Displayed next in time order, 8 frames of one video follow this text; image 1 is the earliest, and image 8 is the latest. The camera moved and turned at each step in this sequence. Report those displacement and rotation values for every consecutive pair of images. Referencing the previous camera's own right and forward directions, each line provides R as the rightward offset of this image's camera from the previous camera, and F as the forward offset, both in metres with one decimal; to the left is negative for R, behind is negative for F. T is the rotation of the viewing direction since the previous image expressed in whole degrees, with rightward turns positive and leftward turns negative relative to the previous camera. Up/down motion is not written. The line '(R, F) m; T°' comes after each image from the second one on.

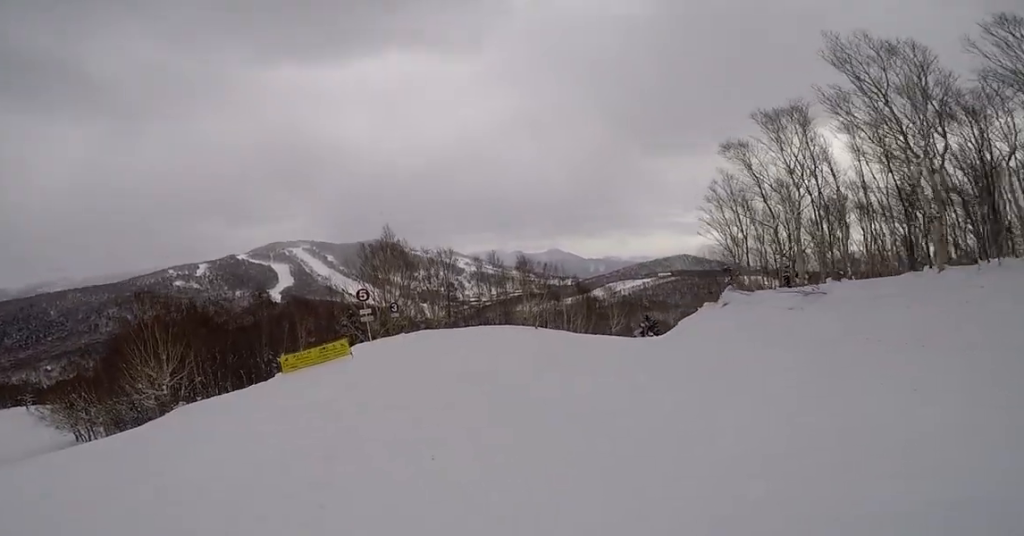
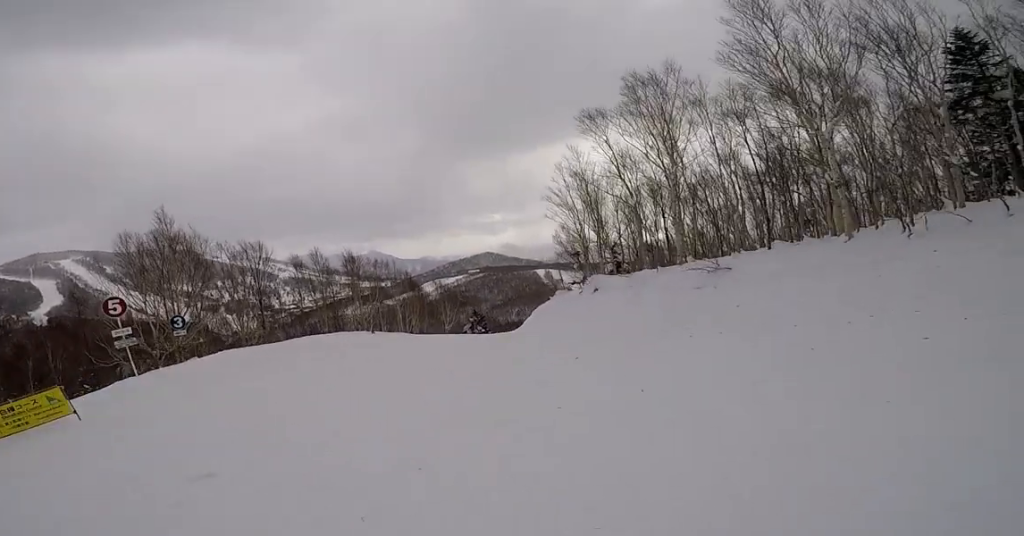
(+0.1, +5.1) m; +10°
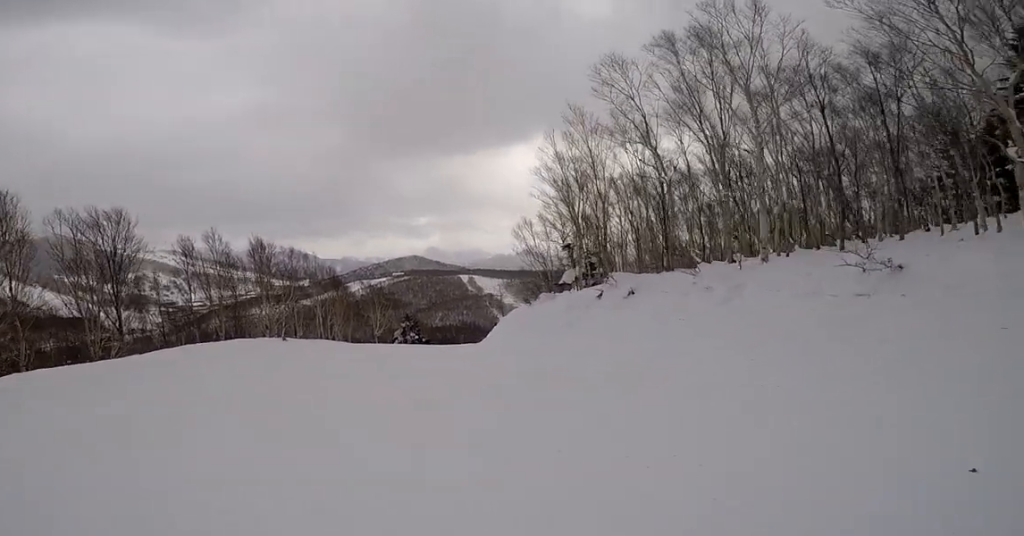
(+1.6, +7.0) m; +18°
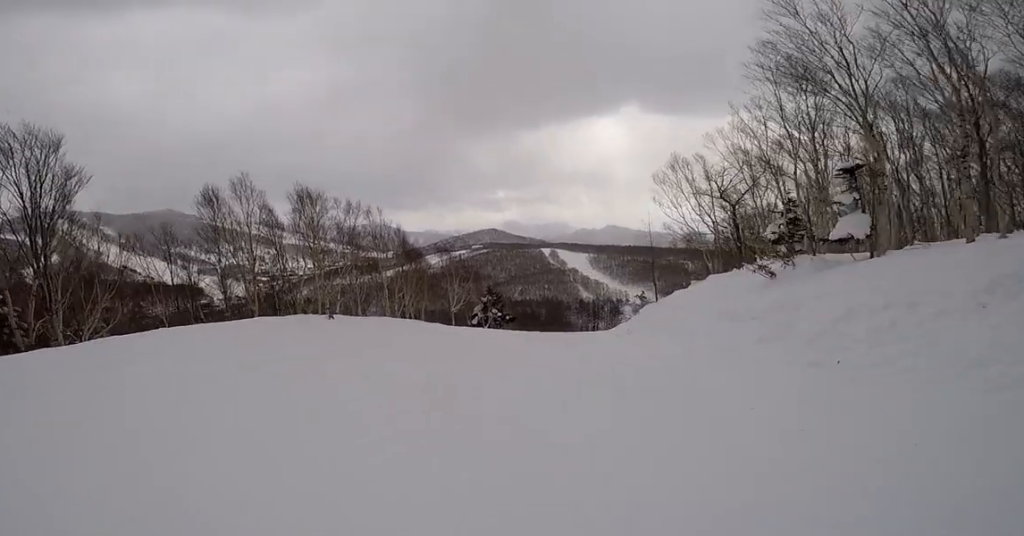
(-0.2, +9.7) m; -9°
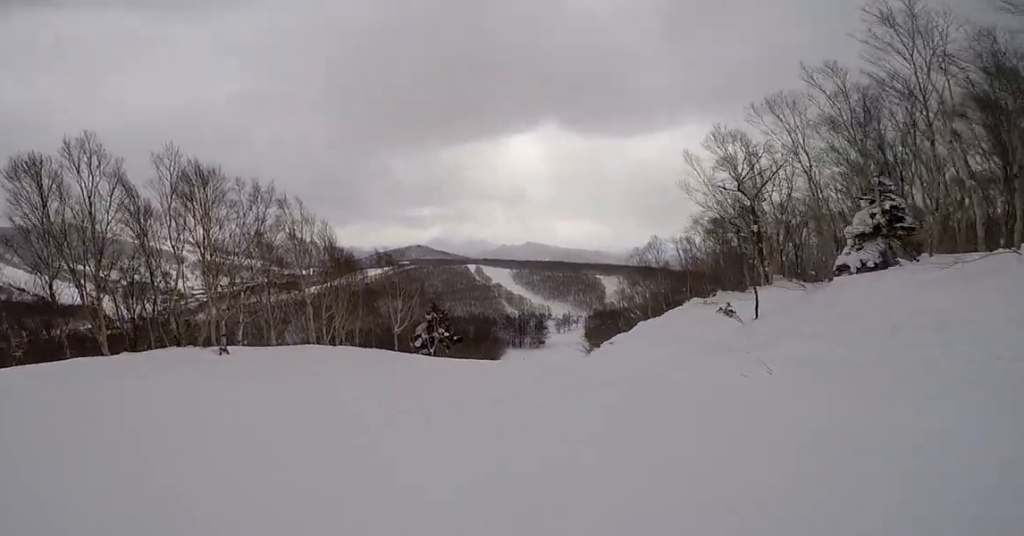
(-0.2, +8.0) m; +3°
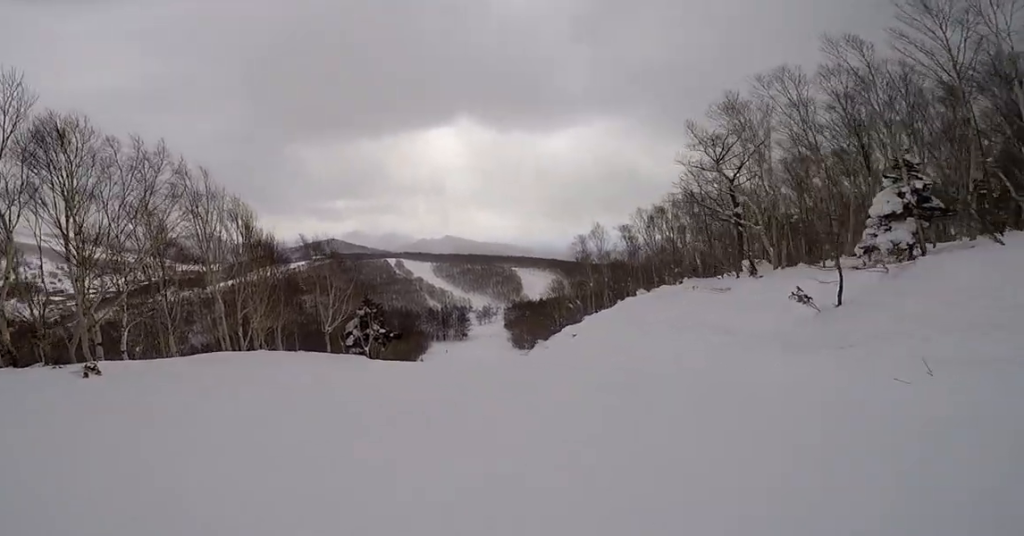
(-0.2, +4.5) m; +14°
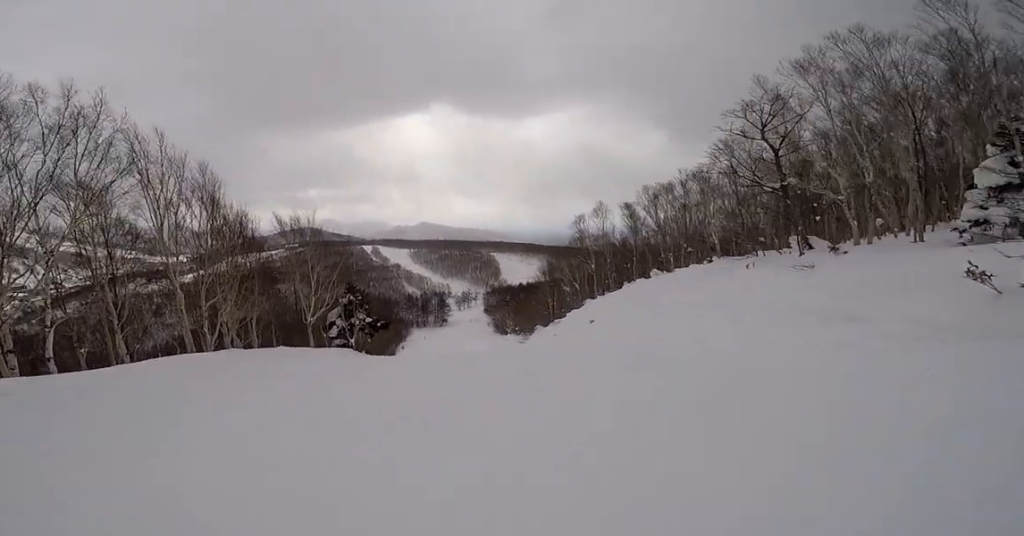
(+0.8, +3.6) m; +10°
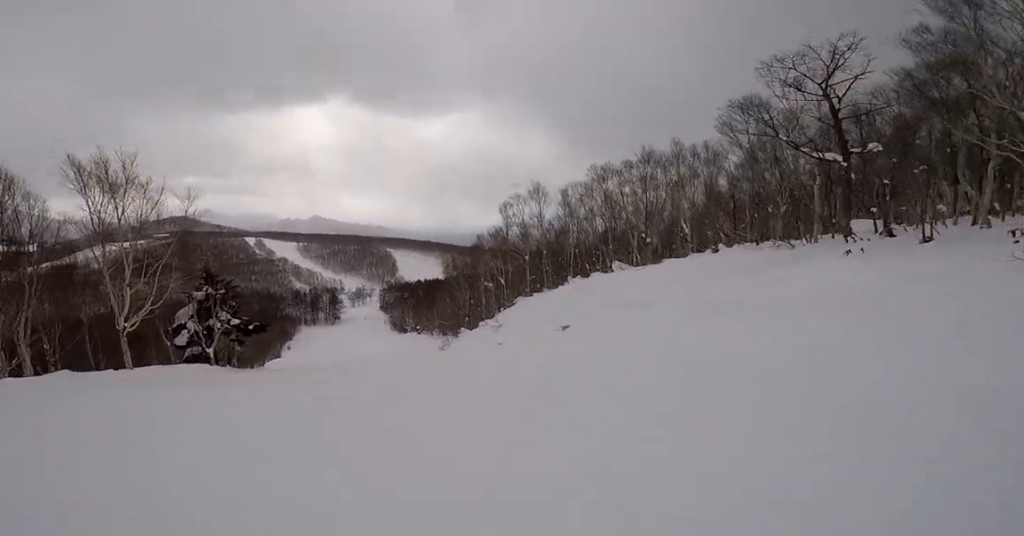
(+1.7, +9.8) m; +16°
